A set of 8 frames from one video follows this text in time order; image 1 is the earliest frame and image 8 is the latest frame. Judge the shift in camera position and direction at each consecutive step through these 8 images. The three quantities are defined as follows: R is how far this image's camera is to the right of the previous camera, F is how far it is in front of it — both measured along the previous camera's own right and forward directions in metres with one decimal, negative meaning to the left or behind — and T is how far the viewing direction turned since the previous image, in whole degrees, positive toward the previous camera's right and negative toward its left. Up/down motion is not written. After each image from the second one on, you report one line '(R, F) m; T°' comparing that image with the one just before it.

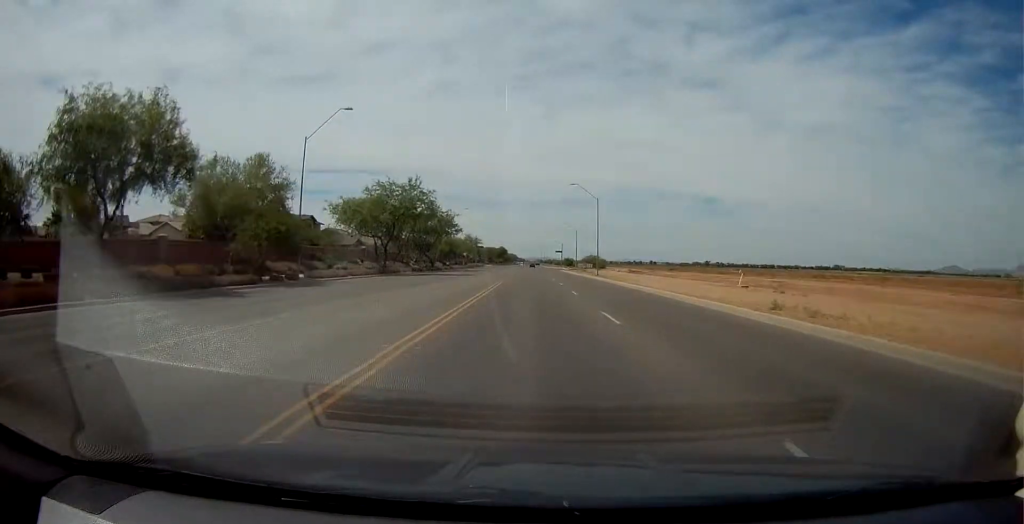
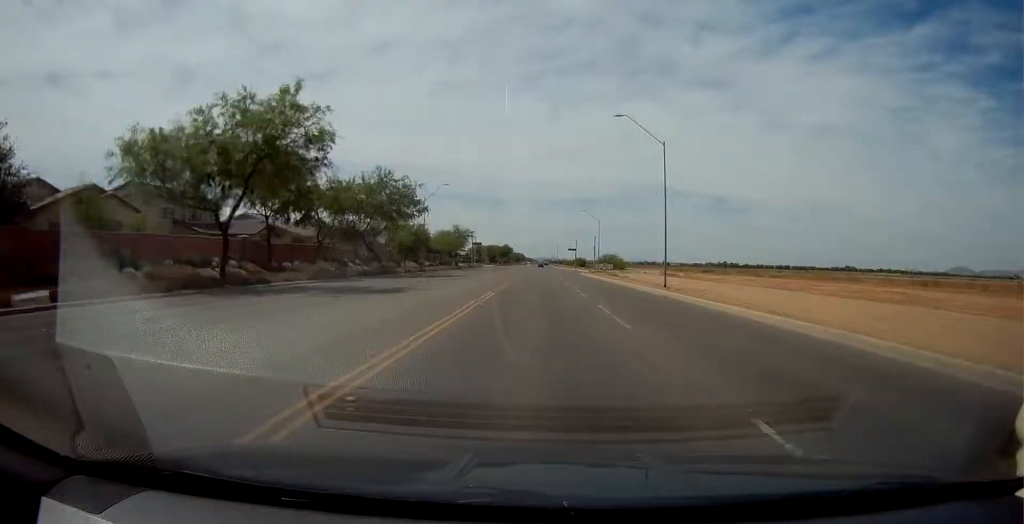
(-0.9, +34.9) m; -3°
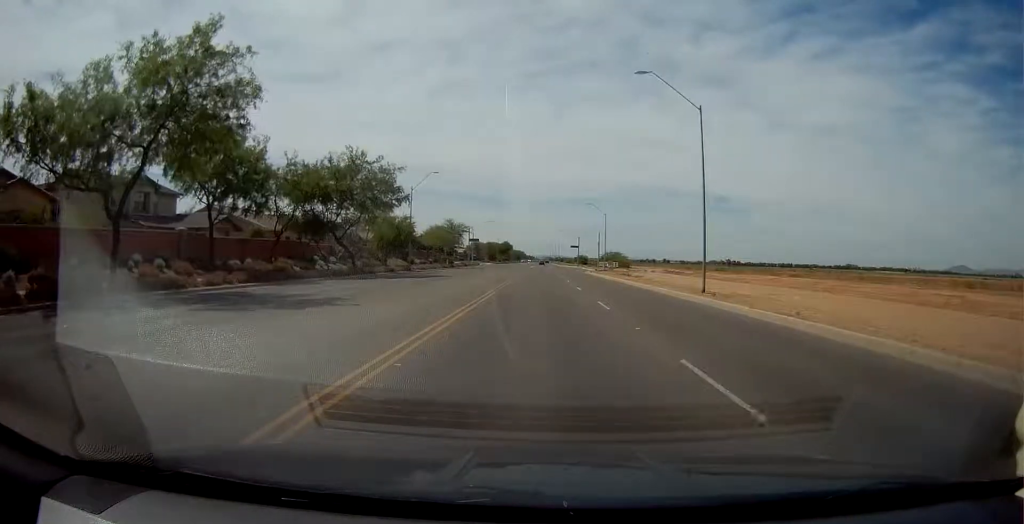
(-0.2, +9.0) m; 0°
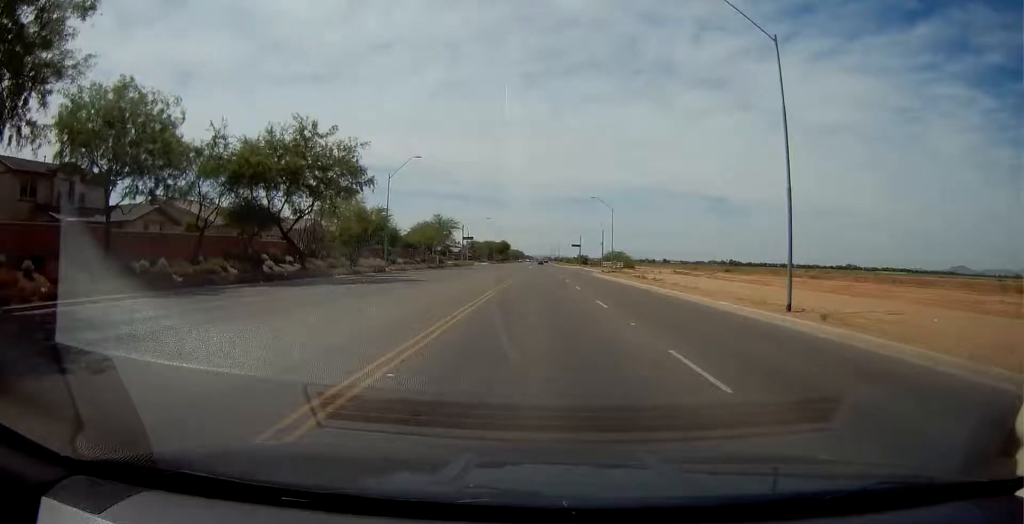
(+0.3, +10.9) m; +1°
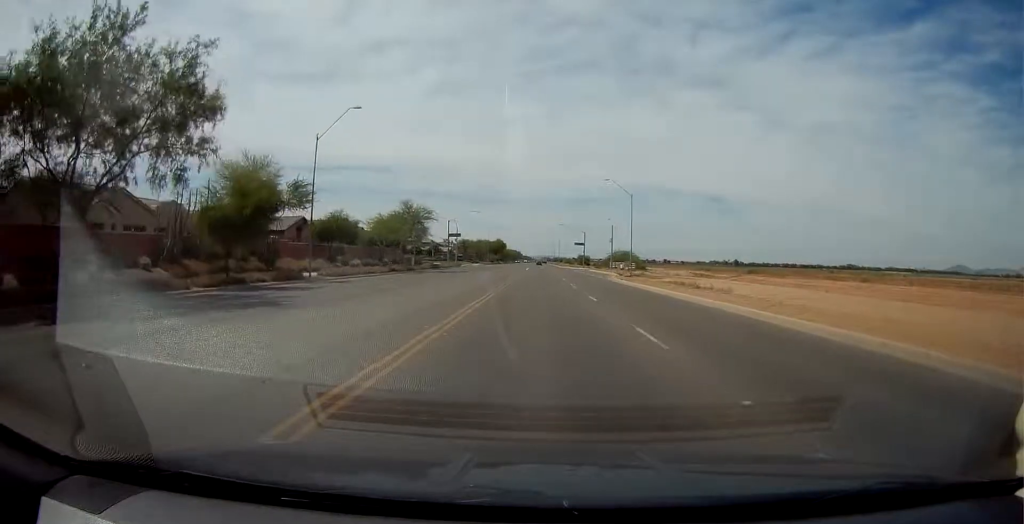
(+0.2, +20.4) m; +1°
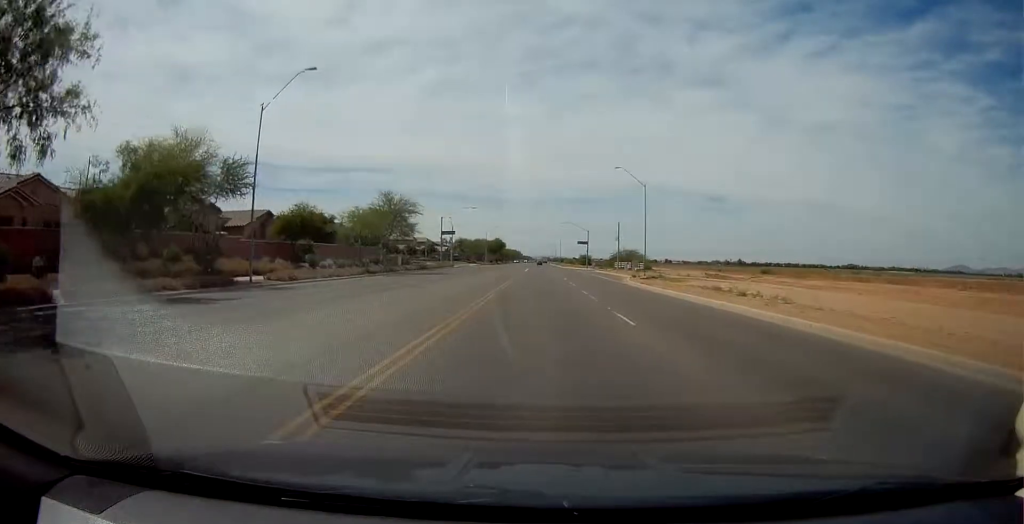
(0.0, +9.2) m; 0°
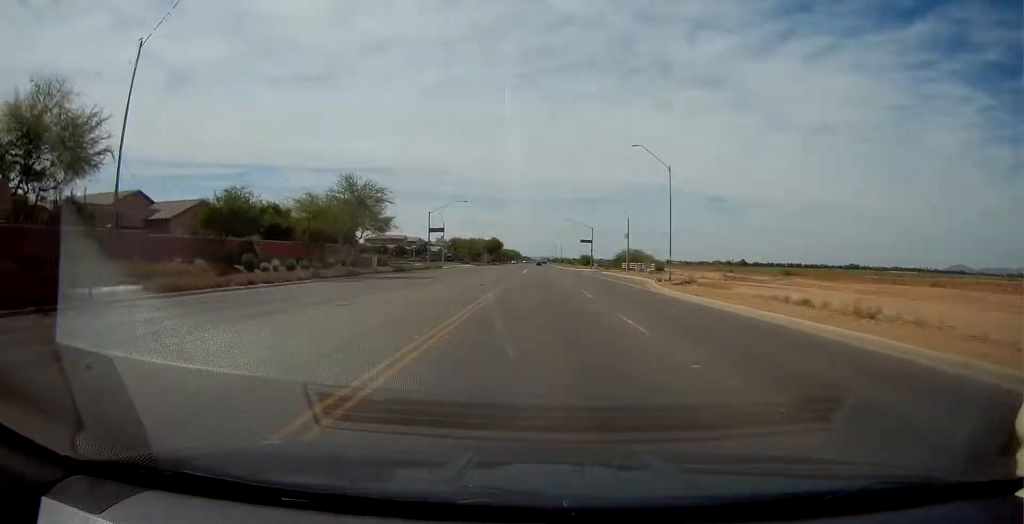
(0.0, +12.4) m; 0°
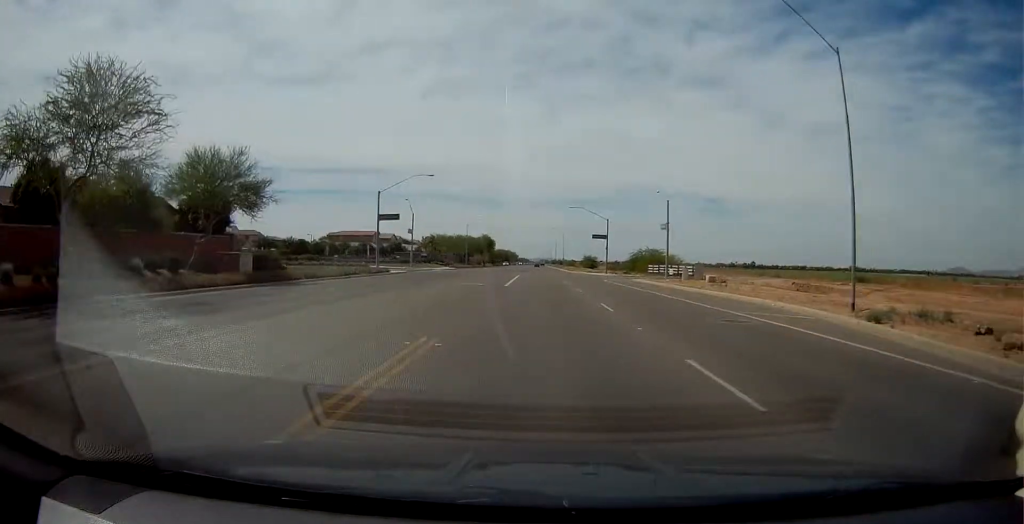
(0.0, +31.5) m; 0°
